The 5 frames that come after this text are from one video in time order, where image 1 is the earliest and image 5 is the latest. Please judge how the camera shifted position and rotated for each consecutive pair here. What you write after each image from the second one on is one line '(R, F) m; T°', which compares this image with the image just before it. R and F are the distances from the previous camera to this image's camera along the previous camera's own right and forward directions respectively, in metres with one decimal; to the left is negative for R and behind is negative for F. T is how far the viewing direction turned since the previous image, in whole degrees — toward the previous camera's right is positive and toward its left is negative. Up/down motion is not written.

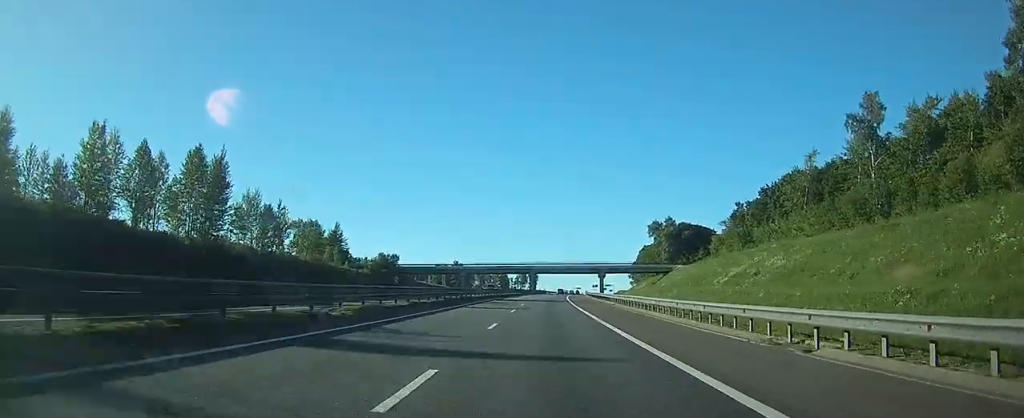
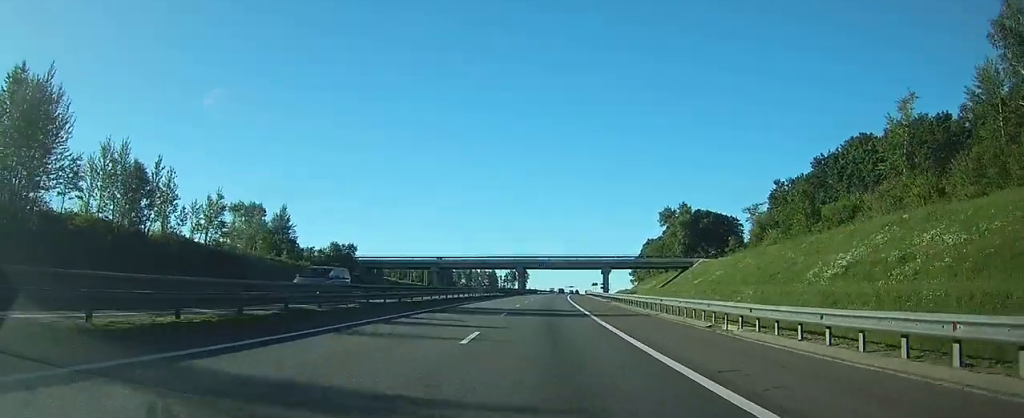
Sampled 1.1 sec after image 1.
(+0.2, +28.2) m; +1°
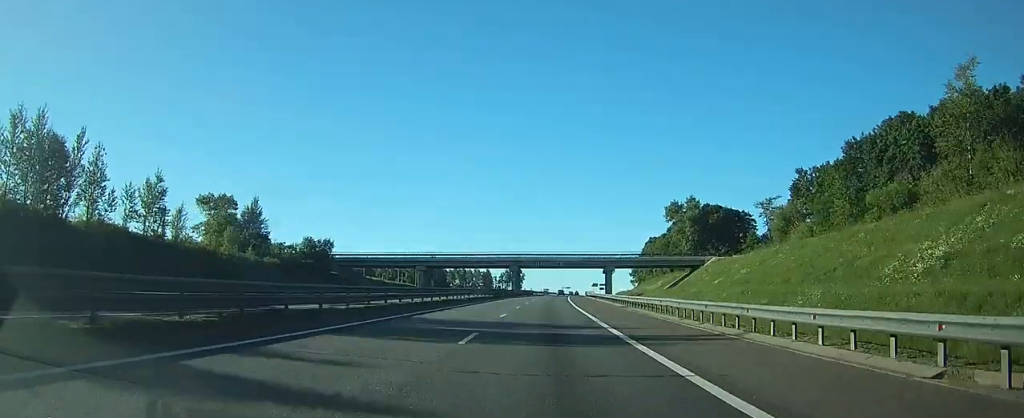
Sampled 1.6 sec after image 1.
(+0.1, +11.6) m; 0°
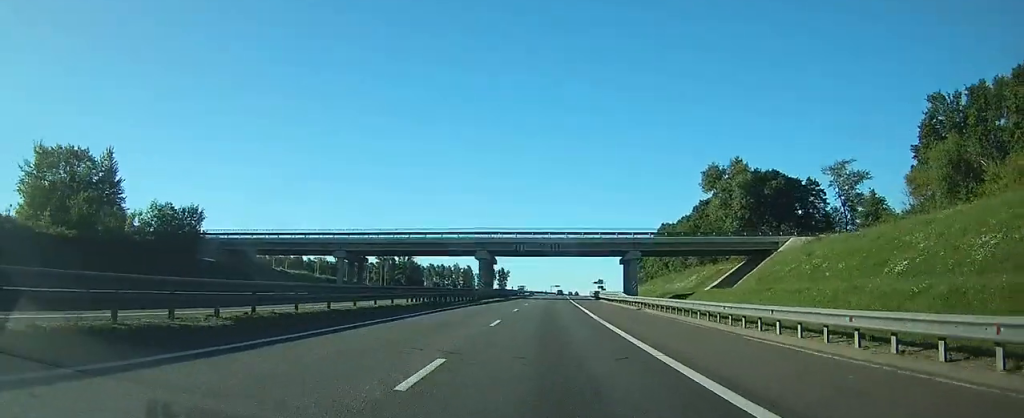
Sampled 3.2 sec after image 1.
(+0.5, +40.4) m; +2°
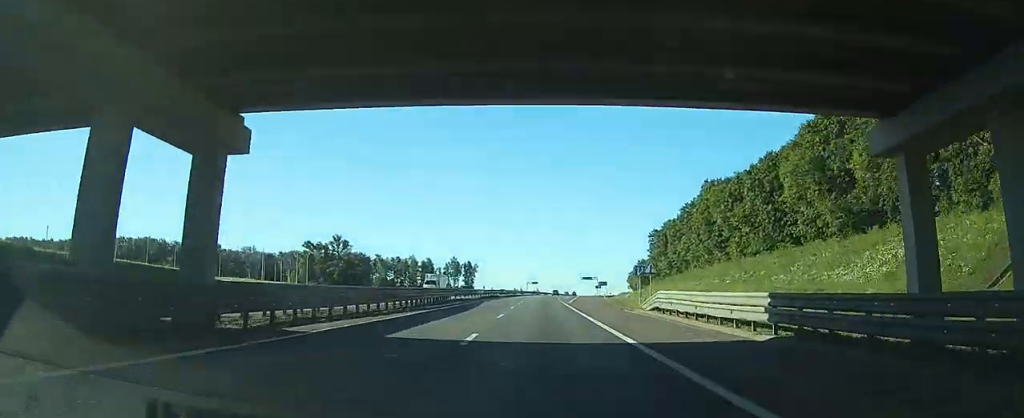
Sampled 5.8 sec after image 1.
(+1.0, +64.6) m; +1°
